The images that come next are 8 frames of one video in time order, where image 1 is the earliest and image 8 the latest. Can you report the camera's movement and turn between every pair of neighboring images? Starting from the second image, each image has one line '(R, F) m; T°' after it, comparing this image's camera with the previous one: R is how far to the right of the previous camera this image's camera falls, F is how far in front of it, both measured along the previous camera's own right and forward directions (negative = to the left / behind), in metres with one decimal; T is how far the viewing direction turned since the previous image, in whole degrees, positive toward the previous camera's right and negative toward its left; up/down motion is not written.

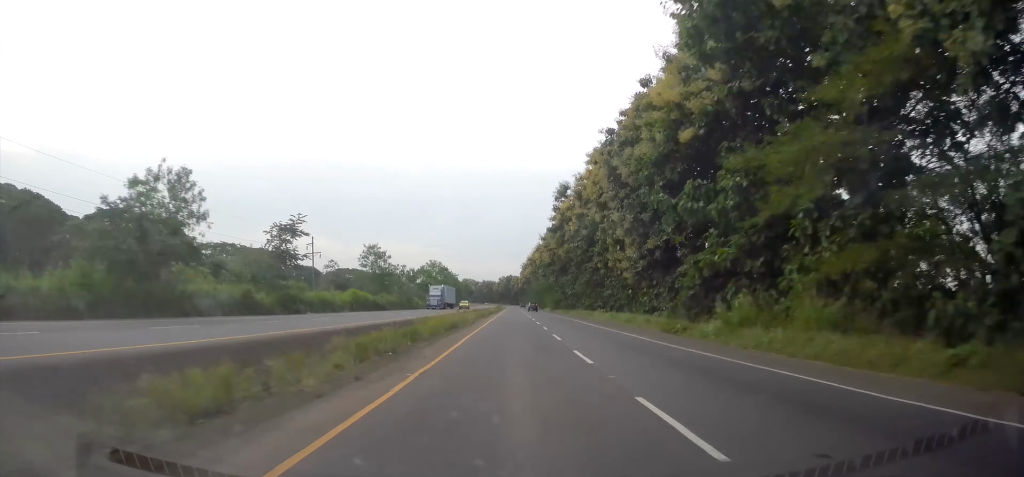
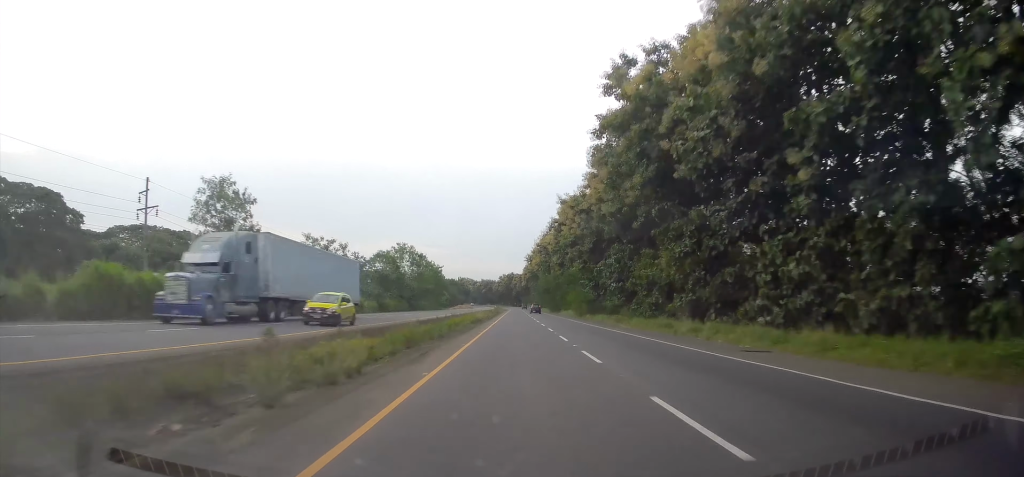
(-0.3, +42.3) m; 0°
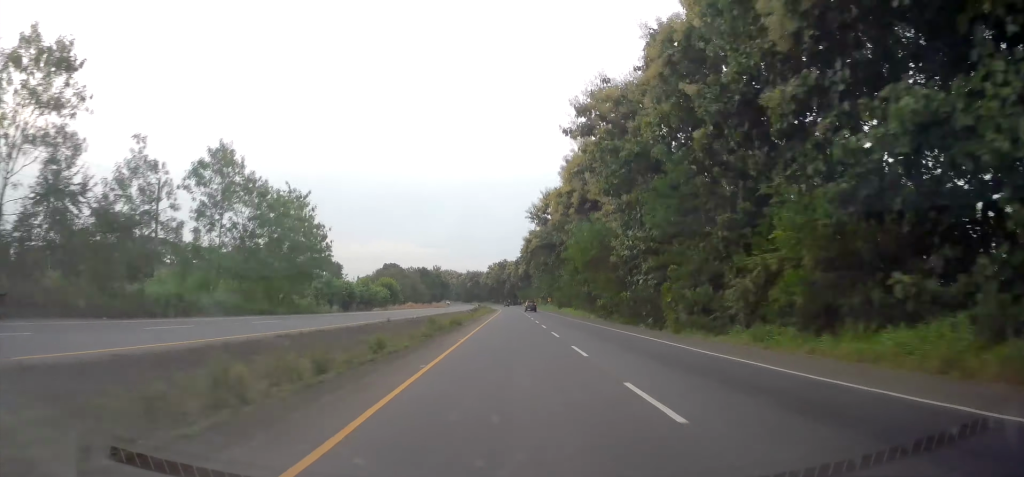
(+0.1, +82.4) m; +1°
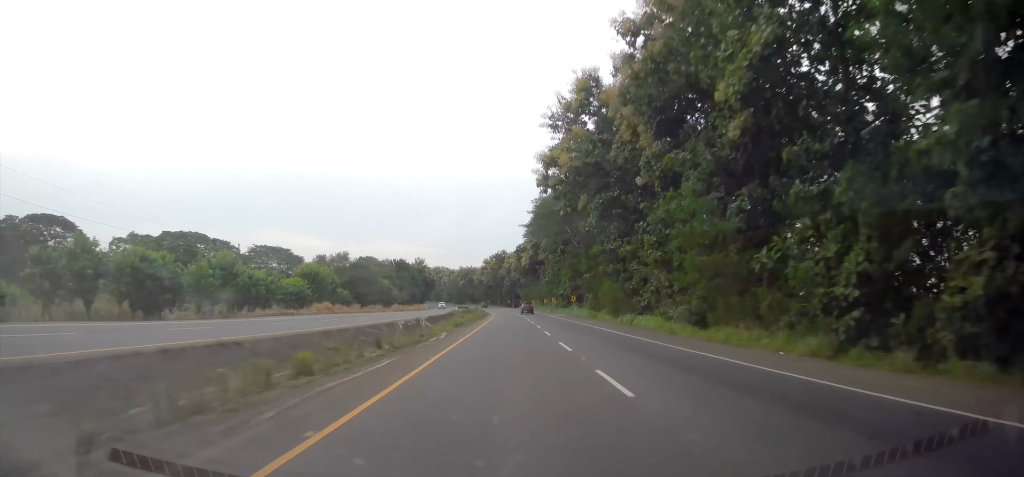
(+0.4, +48.4) m; 0°
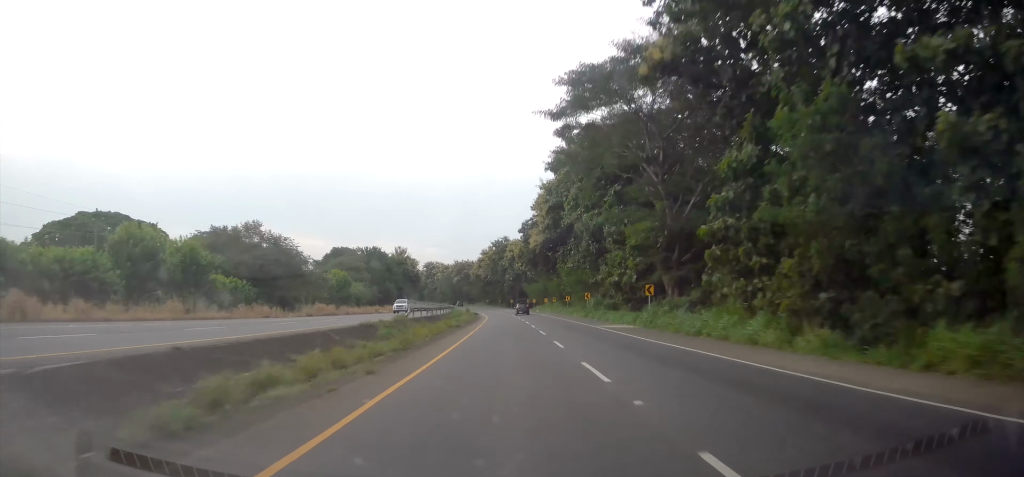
(-0.1, +39.9) m; -1°
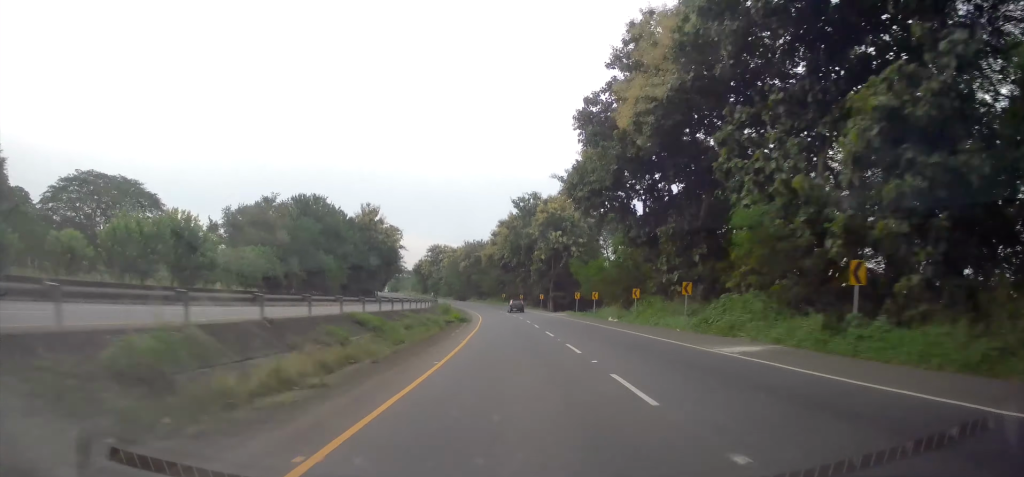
(-0.7, +60.9) m; -2°
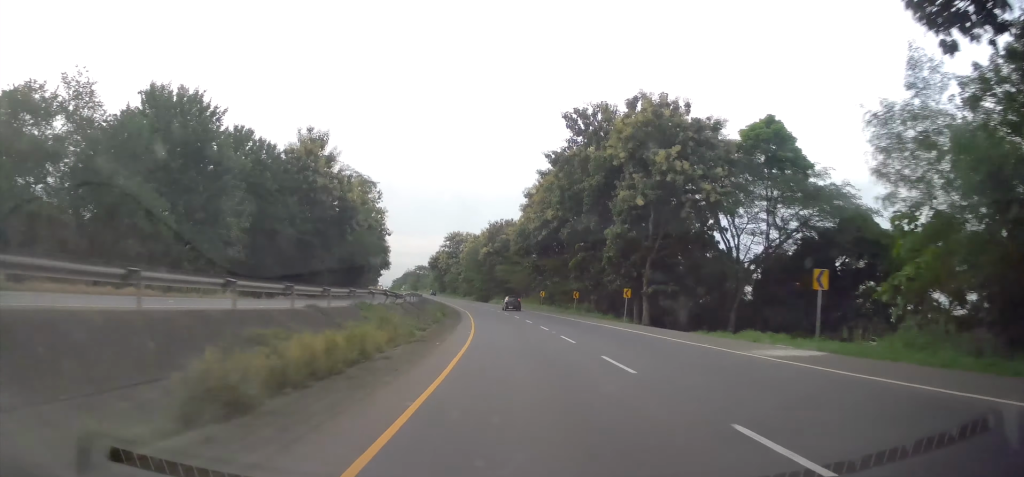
(-0.5, +46.4) m; -3°
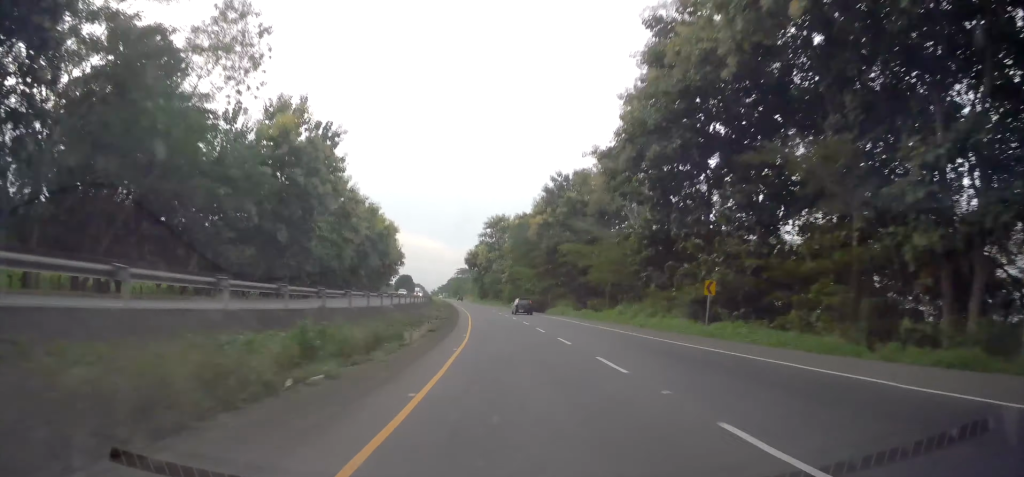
(-1.9, +48.4) m; -4°
